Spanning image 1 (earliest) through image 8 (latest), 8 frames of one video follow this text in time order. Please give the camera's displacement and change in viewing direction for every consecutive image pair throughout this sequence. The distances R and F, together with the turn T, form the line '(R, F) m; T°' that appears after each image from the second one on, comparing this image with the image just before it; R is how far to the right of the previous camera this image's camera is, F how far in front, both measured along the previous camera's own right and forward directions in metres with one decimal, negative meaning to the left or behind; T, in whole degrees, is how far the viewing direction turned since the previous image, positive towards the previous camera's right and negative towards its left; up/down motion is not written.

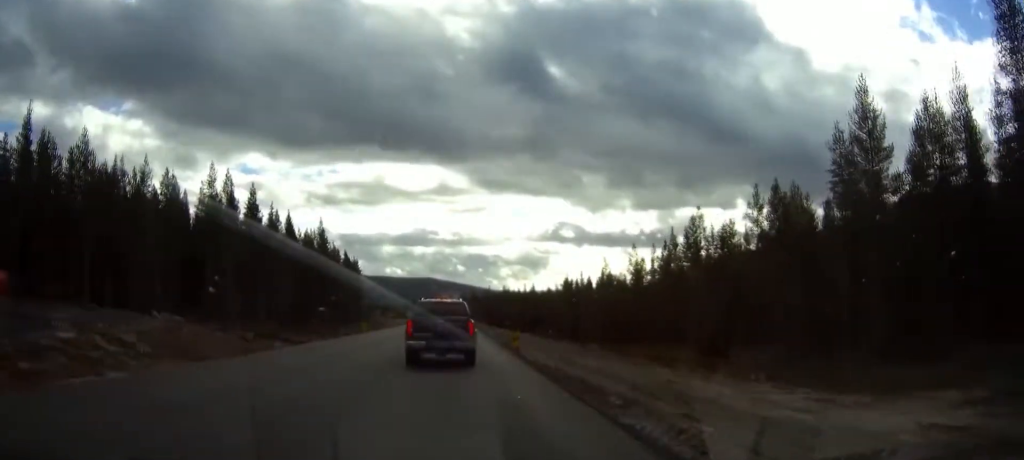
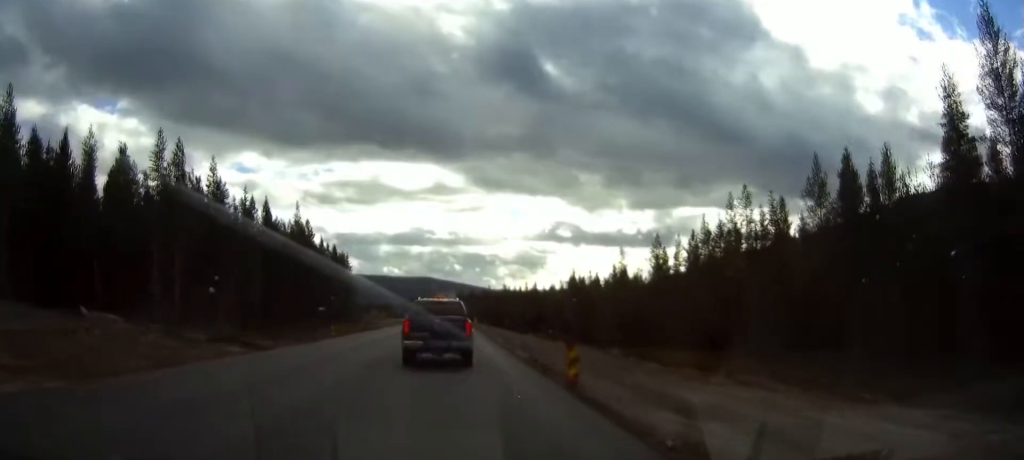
(0.0, +13.9) m; 0°
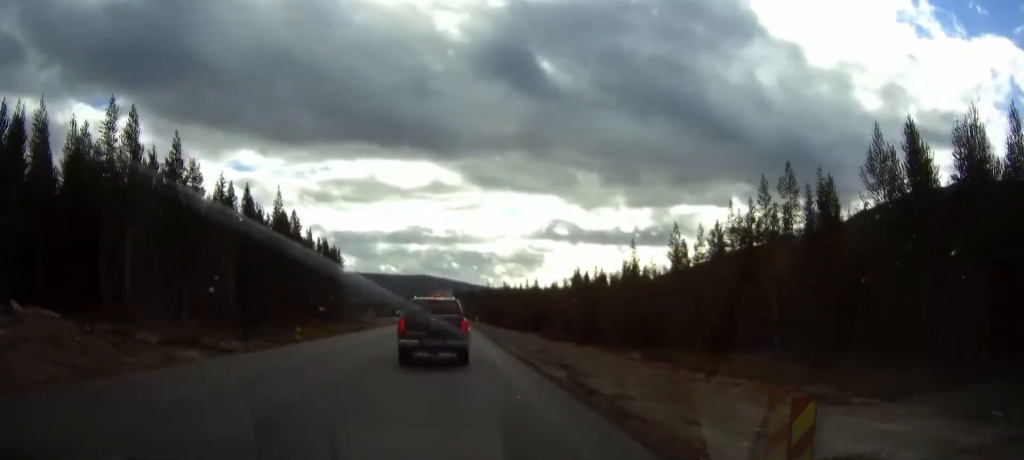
(+0.1, +9.5) m; 0°
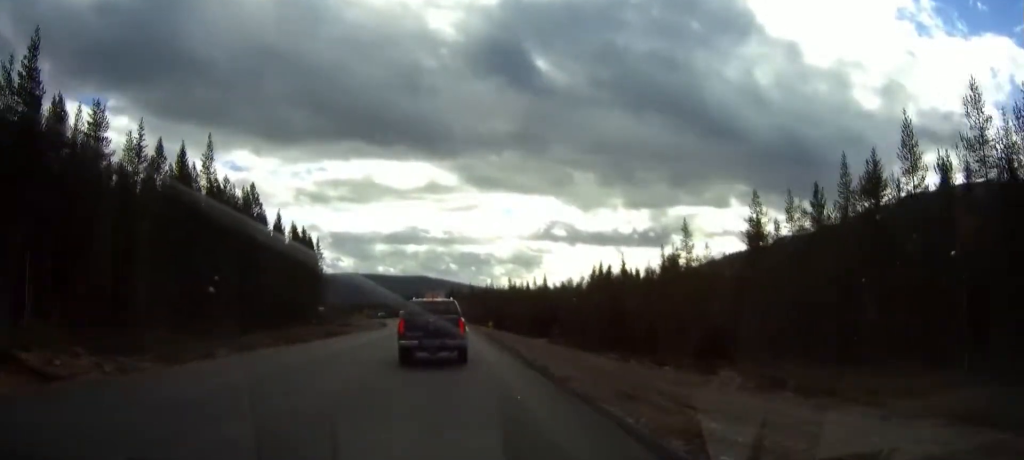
(0.0, +25.6) m; 0°
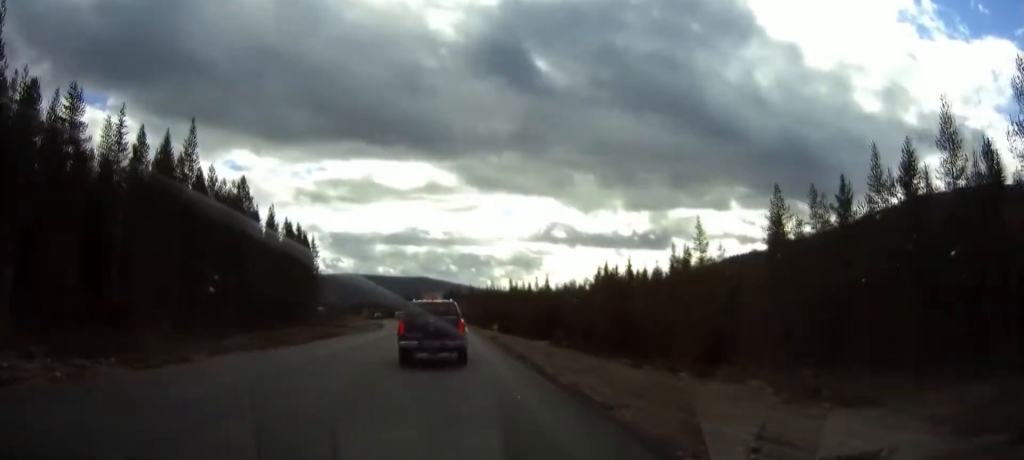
(0.0, +5.0) m; 0°
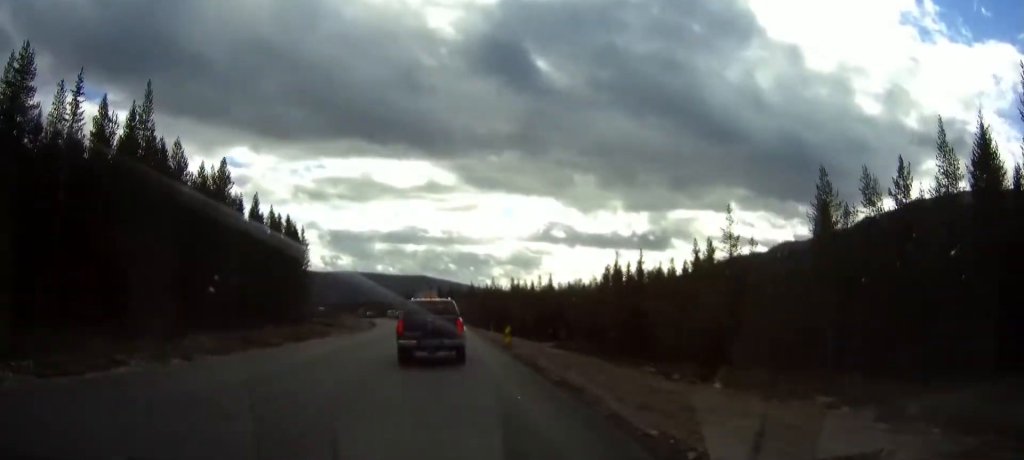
(0.0, +9.0) m; 0°
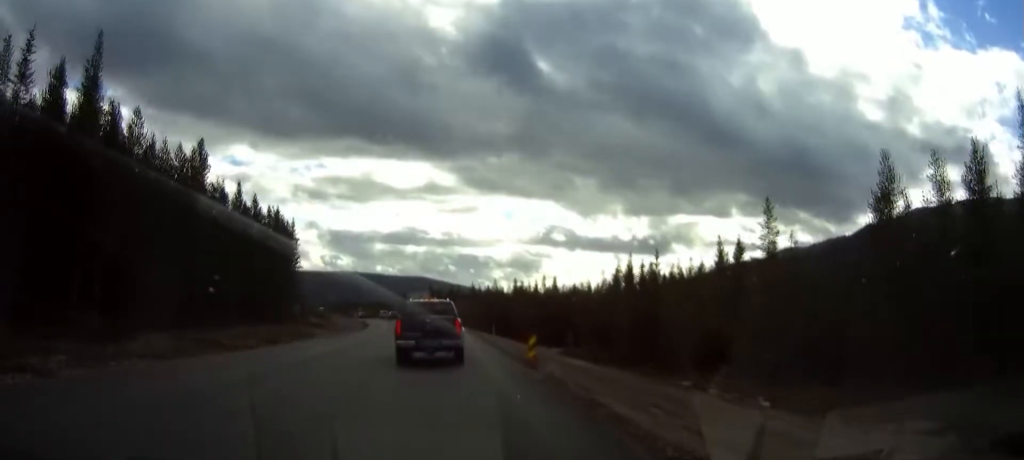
(0.0, +9.0) m; -1°
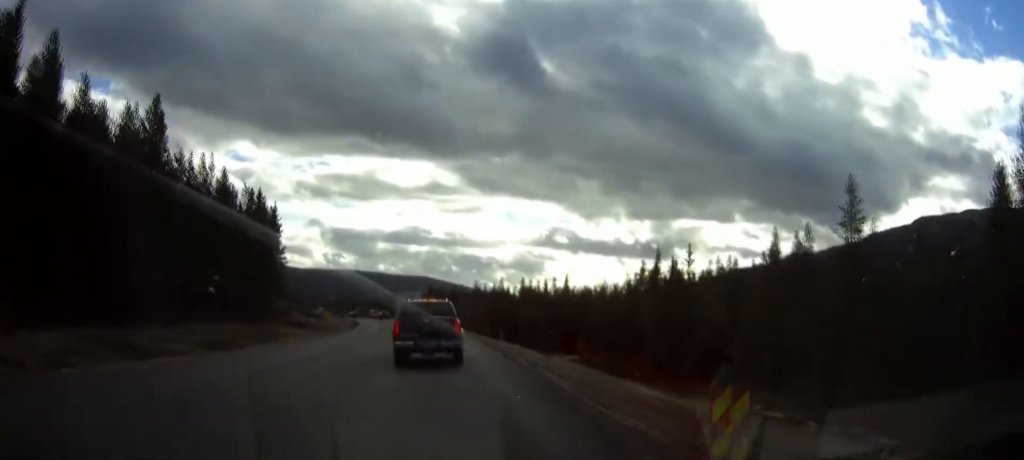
(-0.2, +14.0) m; -1°
